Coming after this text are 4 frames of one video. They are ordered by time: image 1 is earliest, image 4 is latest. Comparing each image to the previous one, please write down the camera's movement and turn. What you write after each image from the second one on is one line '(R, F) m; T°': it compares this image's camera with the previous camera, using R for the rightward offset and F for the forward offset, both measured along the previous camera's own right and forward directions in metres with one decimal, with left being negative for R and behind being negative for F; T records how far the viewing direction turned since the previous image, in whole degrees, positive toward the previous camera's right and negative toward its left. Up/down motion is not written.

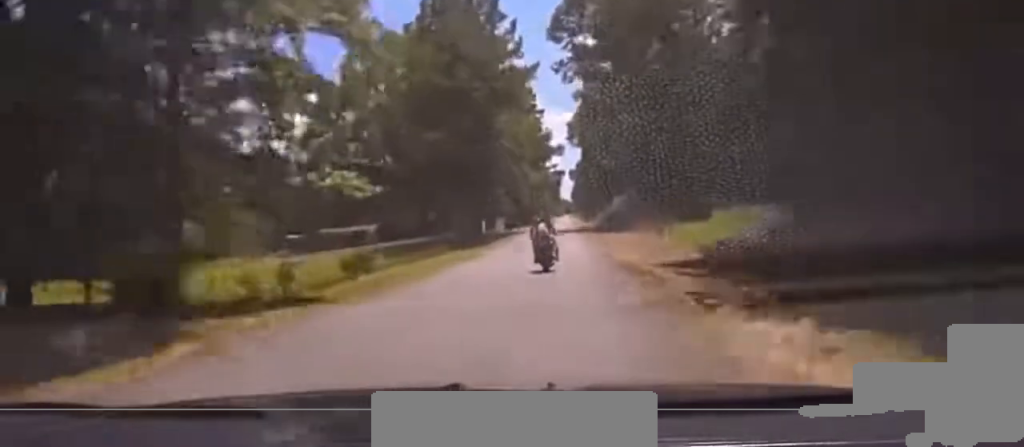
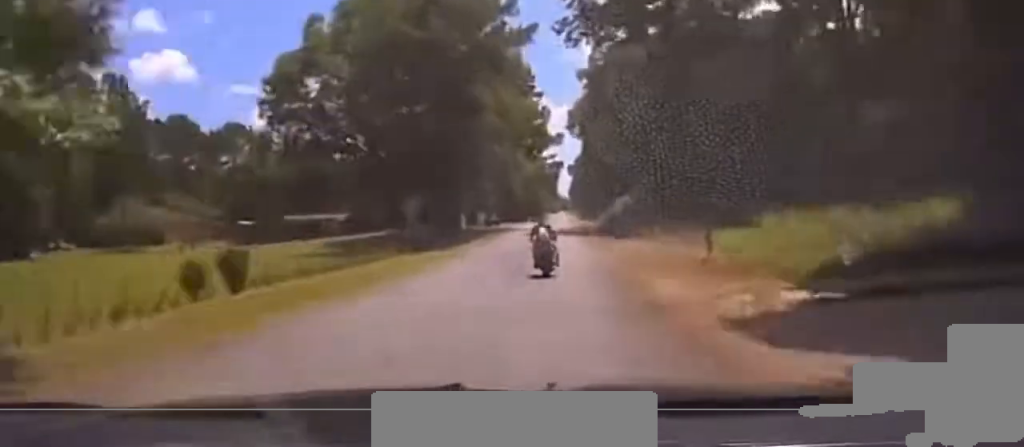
(-0.1, +15.7) m; 0°
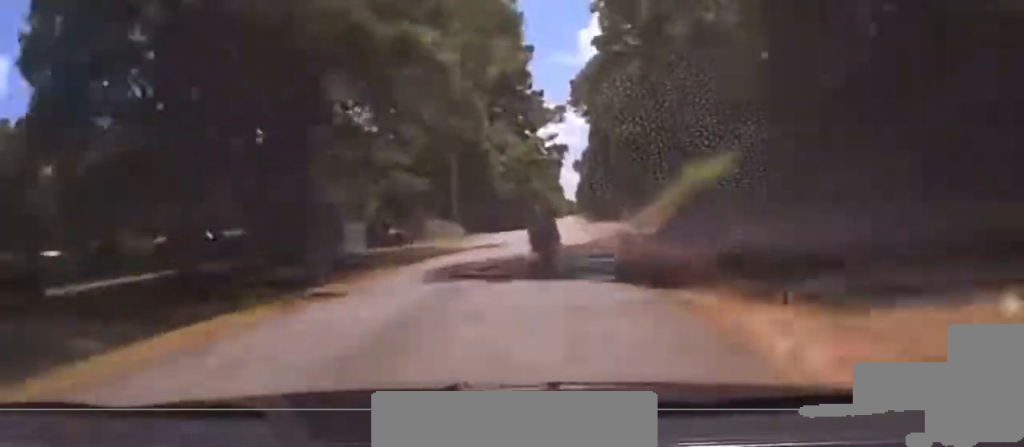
(+0.6, +41.0) m; +1°
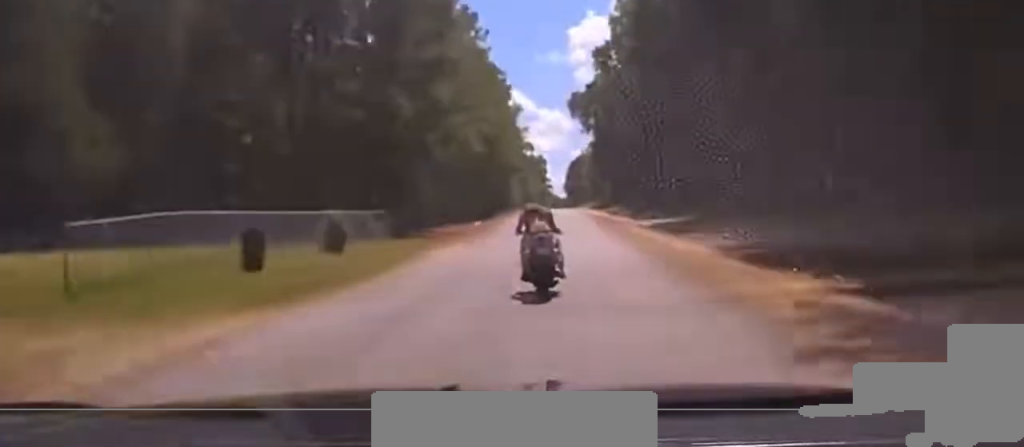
(-7.1, +155.1) m; -2°
